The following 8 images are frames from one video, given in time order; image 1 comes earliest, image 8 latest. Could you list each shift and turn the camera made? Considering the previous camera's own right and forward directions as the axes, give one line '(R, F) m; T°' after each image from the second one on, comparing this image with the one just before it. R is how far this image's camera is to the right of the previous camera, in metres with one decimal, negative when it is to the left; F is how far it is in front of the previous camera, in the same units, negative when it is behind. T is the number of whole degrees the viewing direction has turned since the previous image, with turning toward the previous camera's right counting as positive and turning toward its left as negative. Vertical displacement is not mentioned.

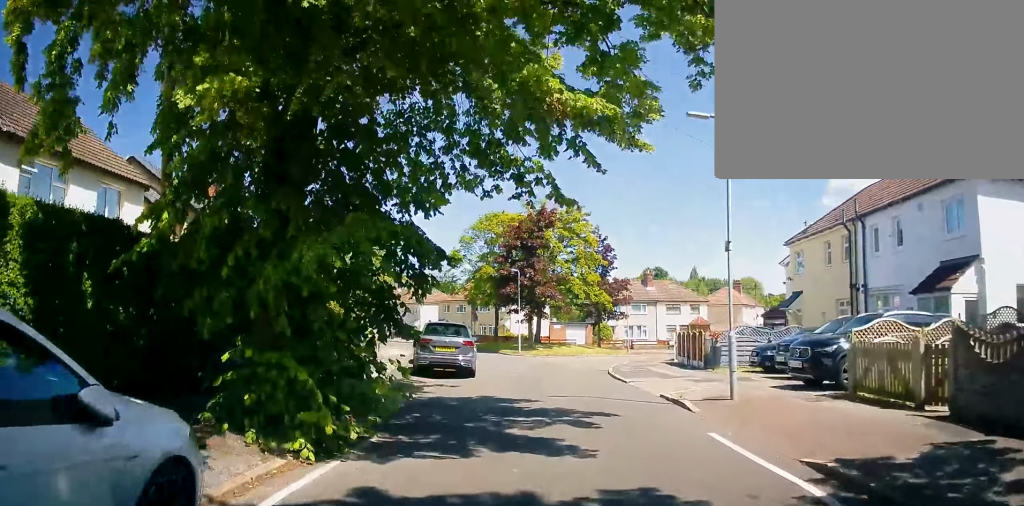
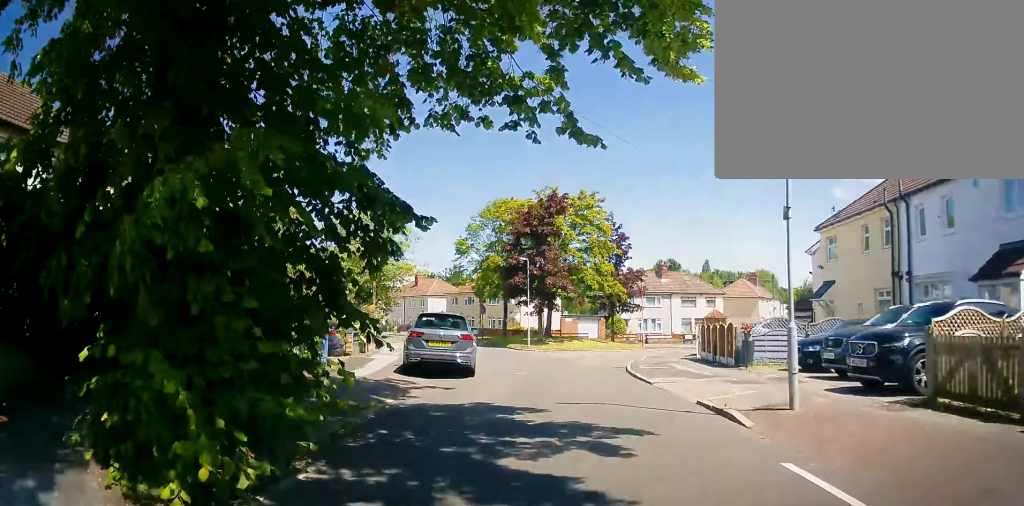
(-0.1, +2.5) m; -2°
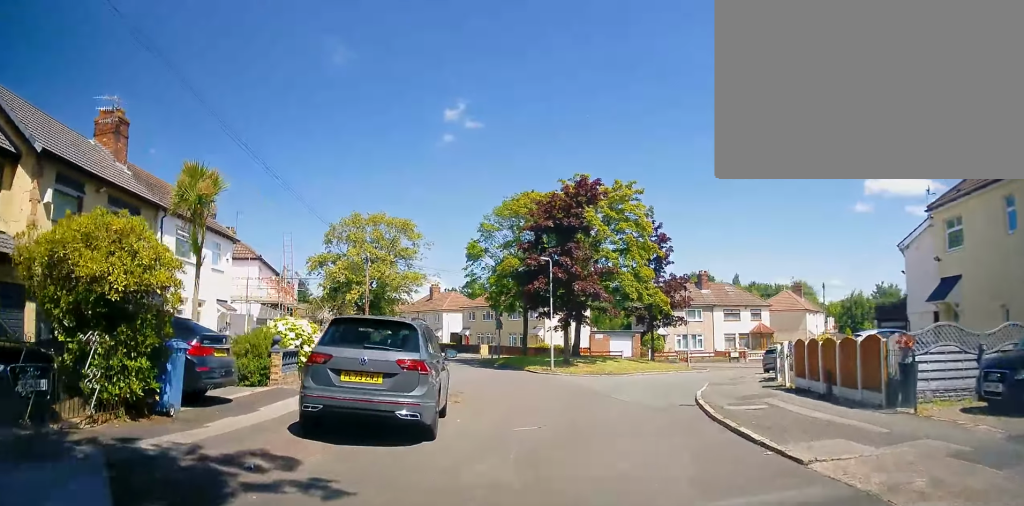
(-0.4, +7.0) m; -3°
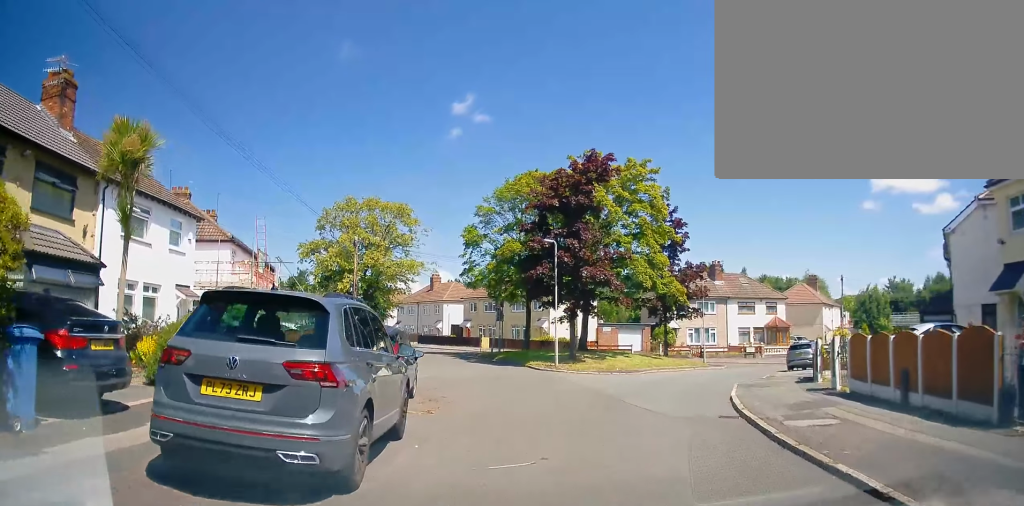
(+0.2, +3.0) m; -1°
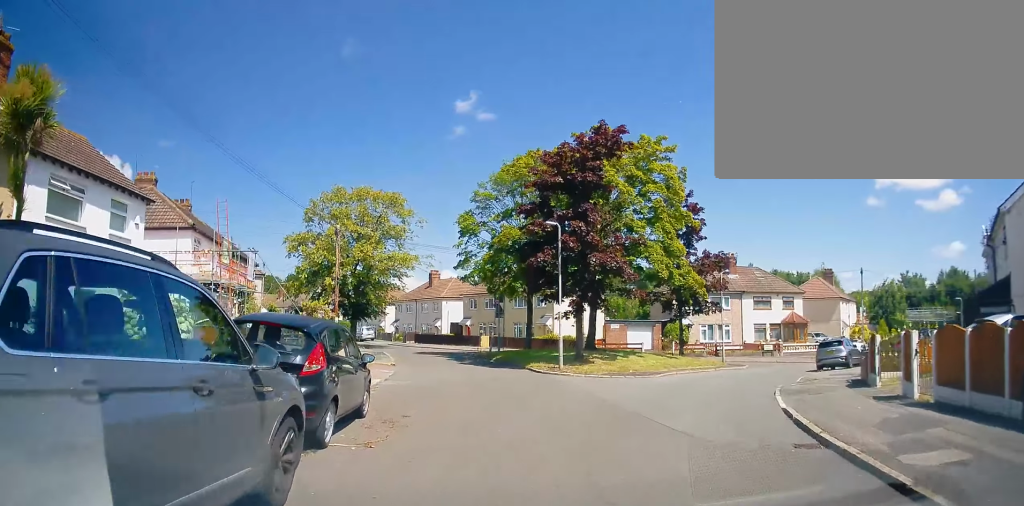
(0.0, +3.2) m; -2°
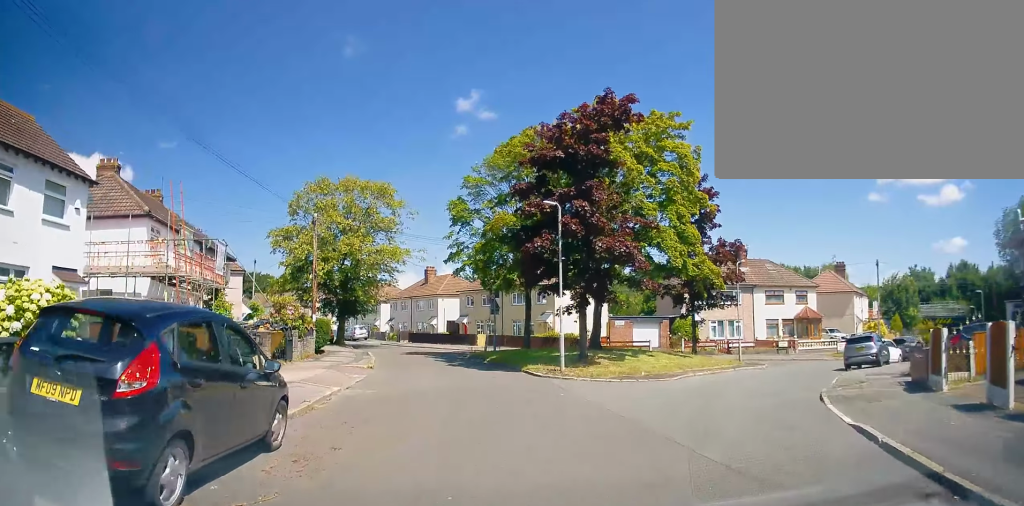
(-0.3, +2.9) m; -1°
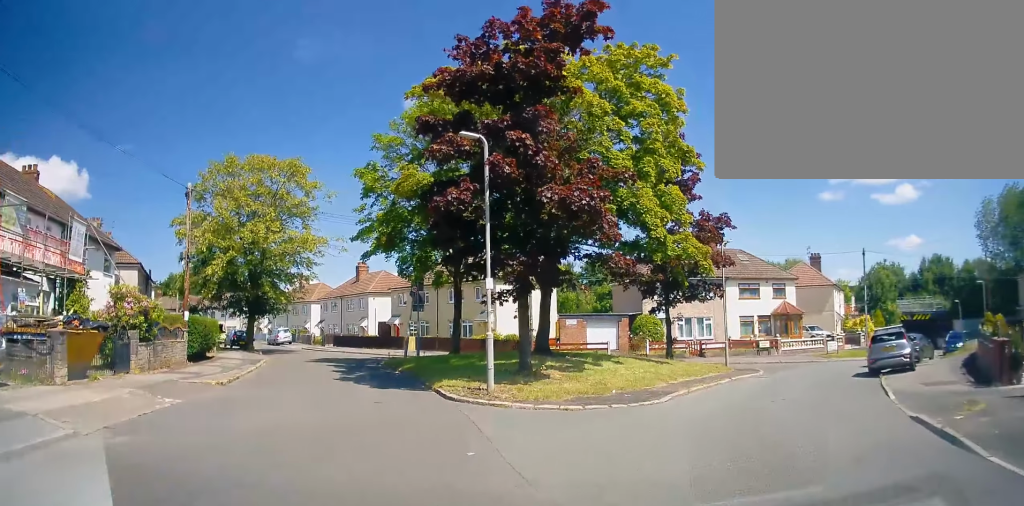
(+0.5, +6.6) m; +7°
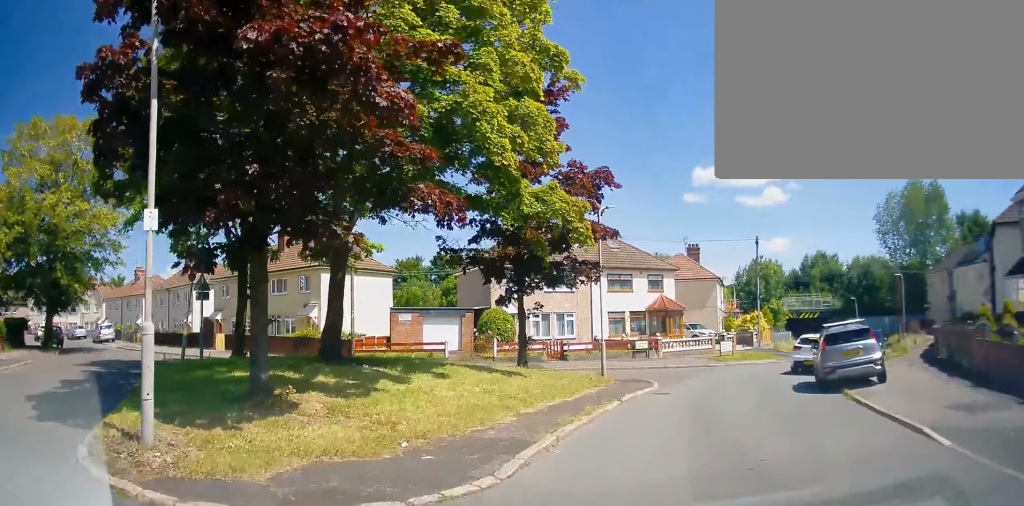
(+0.6, +7.1) m; +8°
